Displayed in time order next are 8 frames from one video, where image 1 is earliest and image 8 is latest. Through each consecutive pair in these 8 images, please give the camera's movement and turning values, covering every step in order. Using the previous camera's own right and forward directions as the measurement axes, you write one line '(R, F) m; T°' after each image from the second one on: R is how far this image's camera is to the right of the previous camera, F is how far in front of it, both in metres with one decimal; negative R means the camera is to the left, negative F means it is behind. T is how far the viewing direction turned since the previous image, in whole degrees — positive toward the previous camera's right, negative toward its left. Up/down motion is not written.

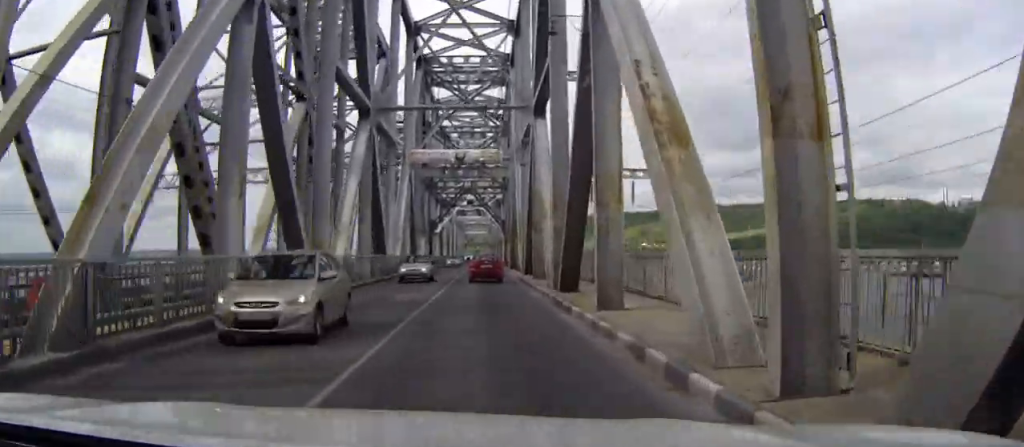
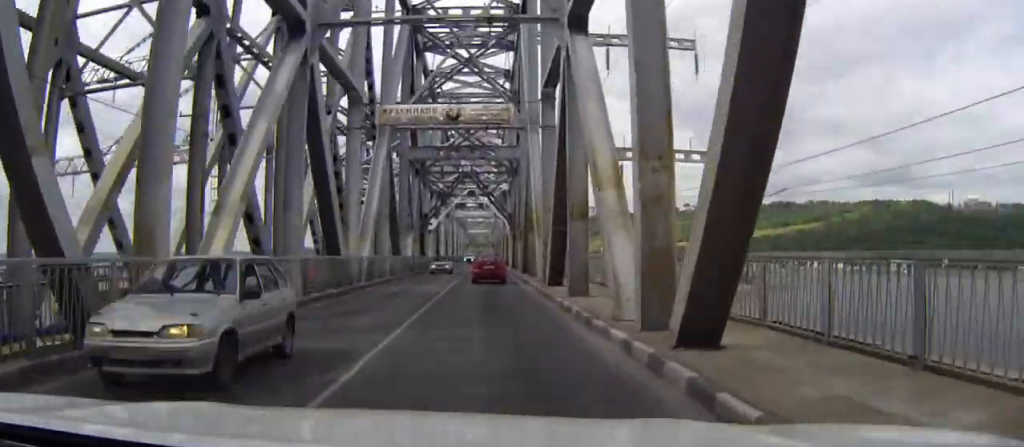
(0.0, +14.2) m; 0°
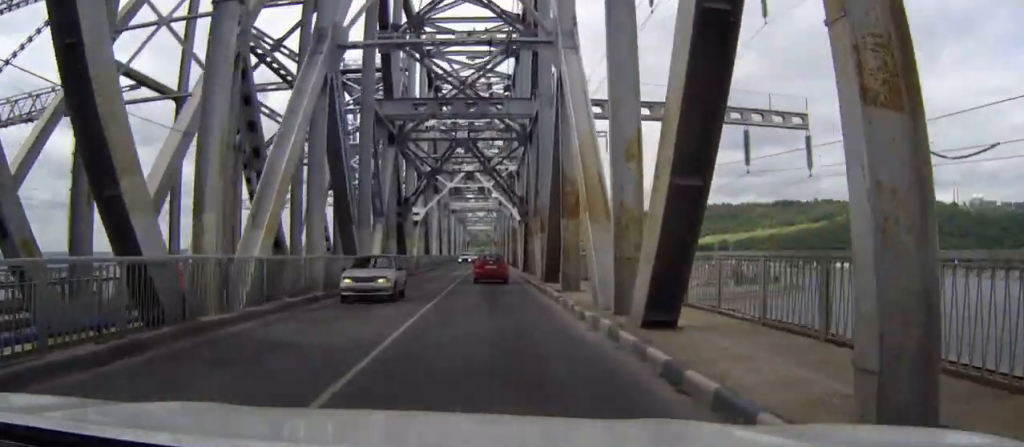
(+0.1, +17.3) m; +1°
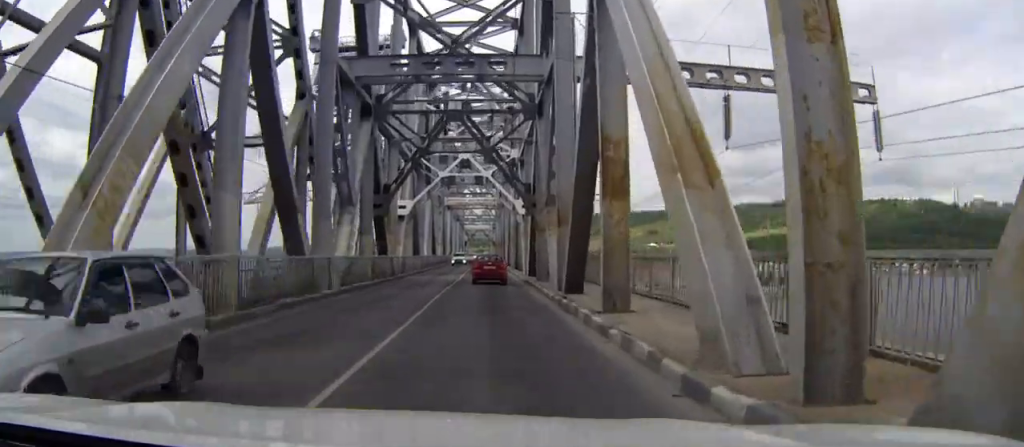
(0.0, +8.9) m; 0°
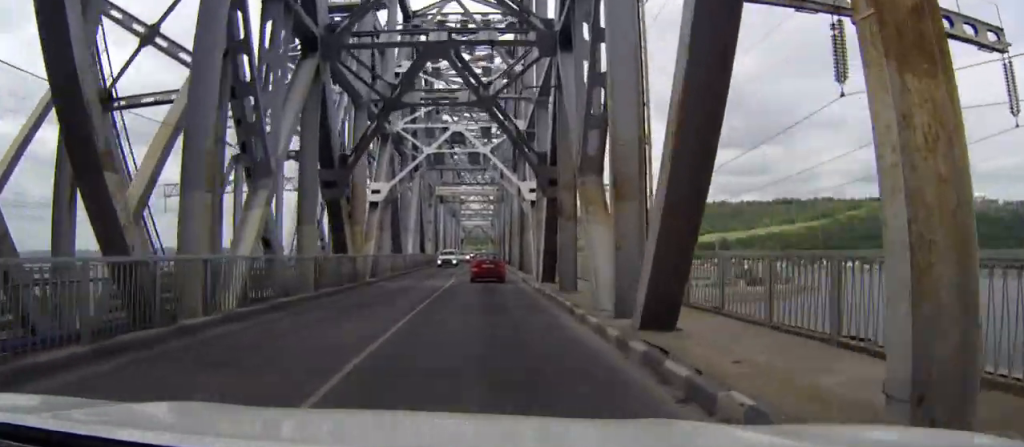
(0.0, +11.3) m; 0°
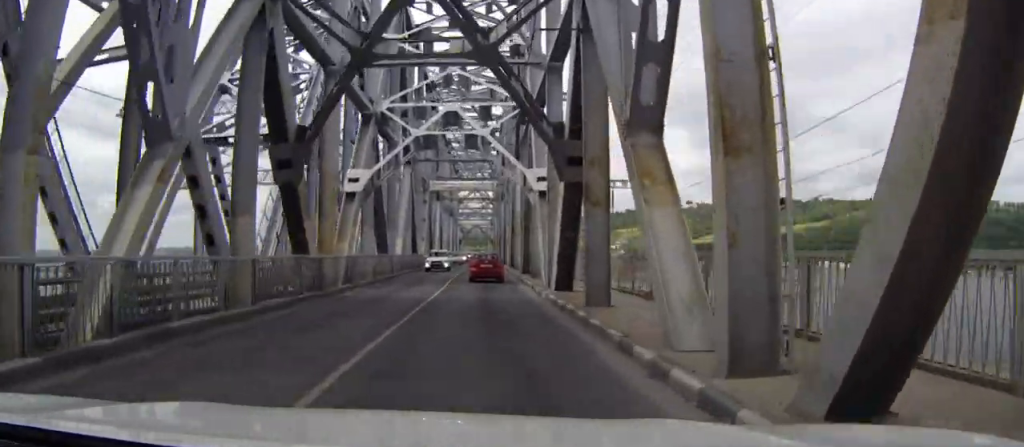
(0.0, +6.3) m; 0°
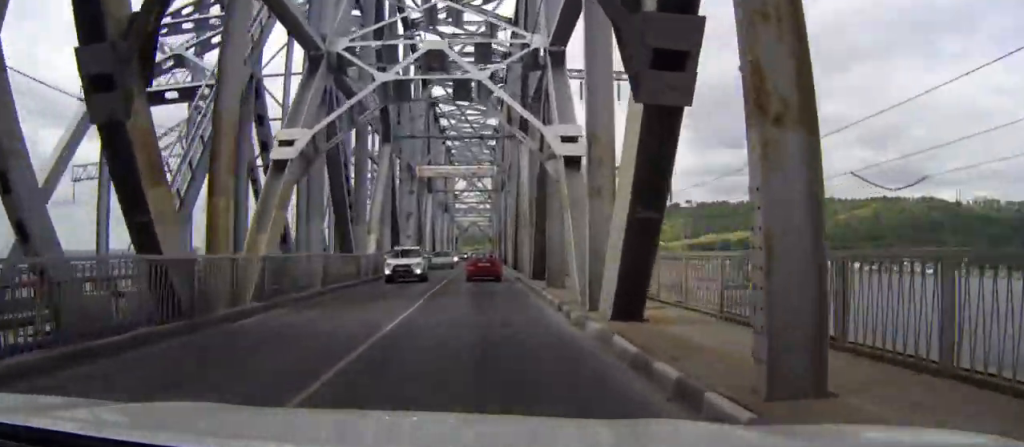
(0.0, +10.9) m; -1°
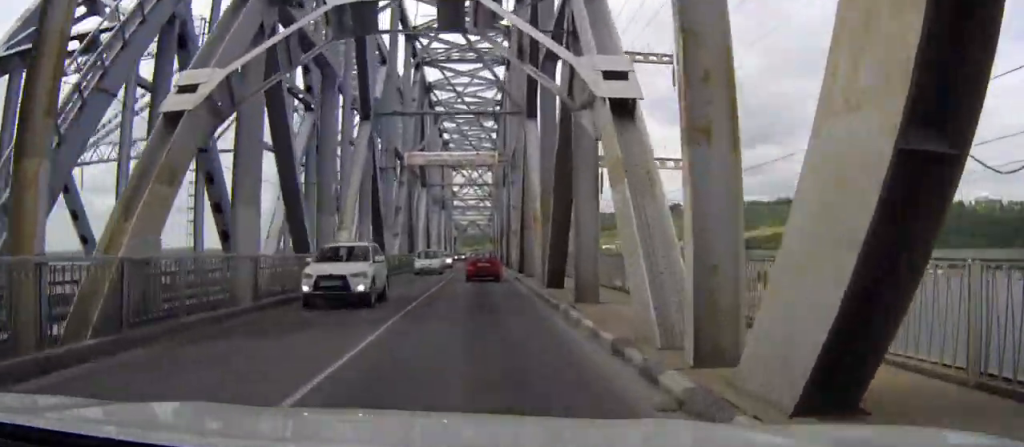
(-0.2, +8.0) m; +1°
